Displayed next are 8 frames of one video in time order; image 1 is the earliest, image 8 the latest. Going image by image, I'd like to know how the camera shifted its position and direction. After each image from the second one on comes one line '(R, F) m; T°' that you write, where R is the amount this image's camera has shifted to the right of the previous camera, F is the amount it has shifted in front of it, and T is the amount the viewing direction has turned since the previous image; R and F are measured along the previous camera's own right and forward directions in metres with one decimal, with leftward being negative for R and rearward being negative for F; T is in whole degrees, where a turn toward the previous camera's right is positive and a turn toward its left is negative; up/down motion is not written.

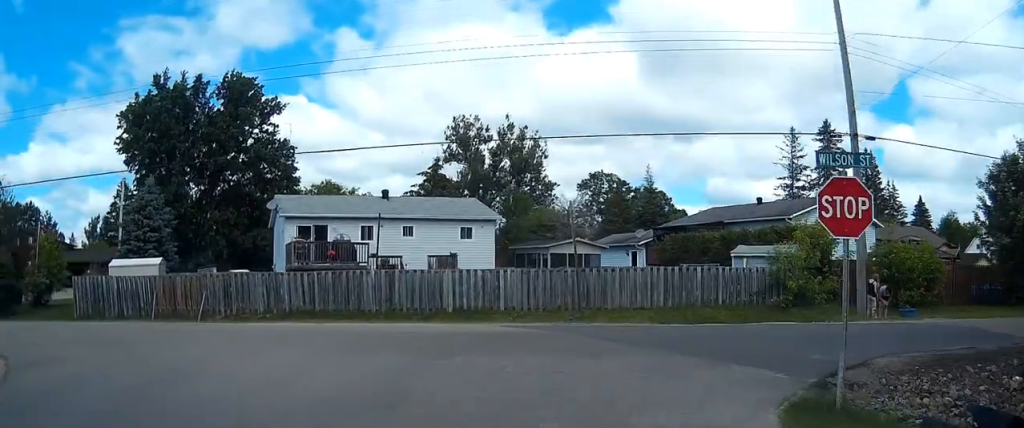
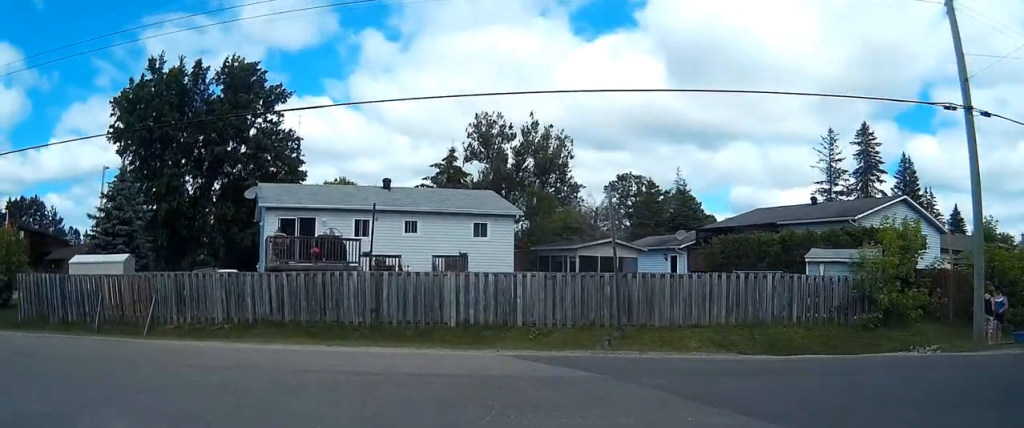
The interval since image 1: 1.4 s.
(0.0, +7.9) m; -2°
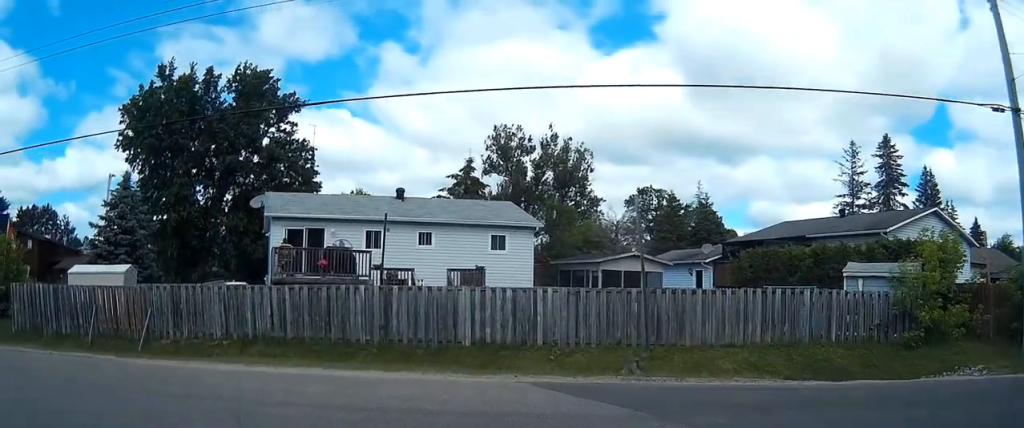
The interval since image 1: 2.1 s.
(-0.1, +2.7) m; -3°
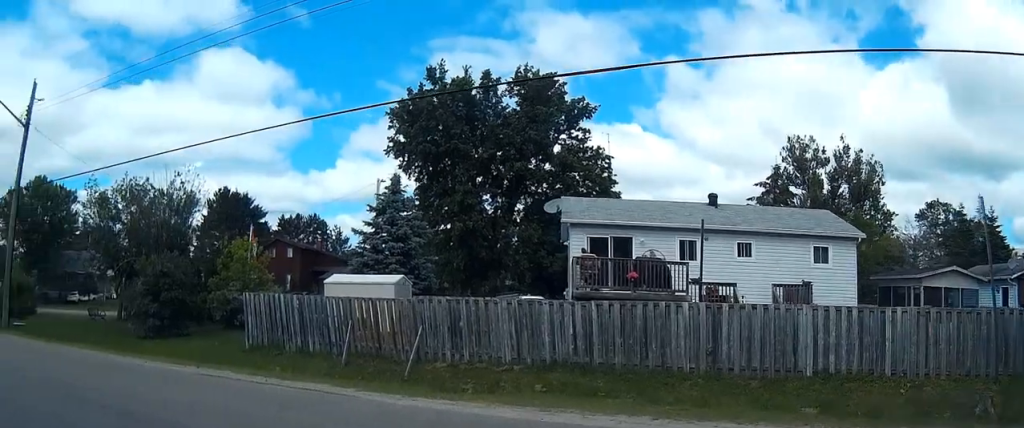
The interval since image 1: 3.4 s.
(-0.3, +4.3) m; -18°
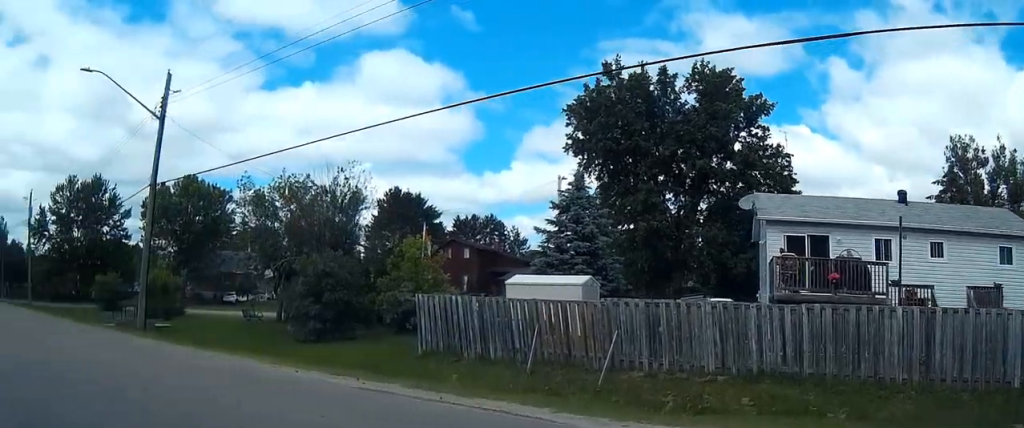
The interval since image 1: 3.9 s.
(-0.2, +1.5) m; -14°
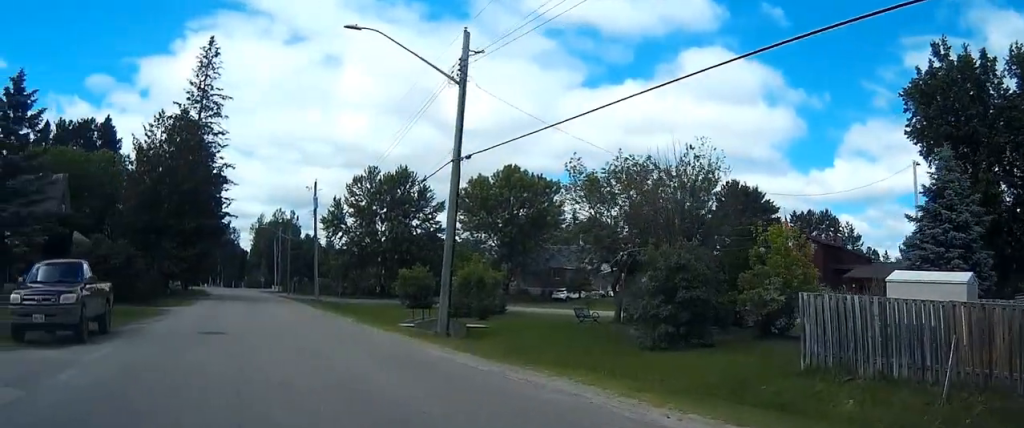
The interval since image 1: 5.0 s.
(-0.9, +3.9) m; -23°
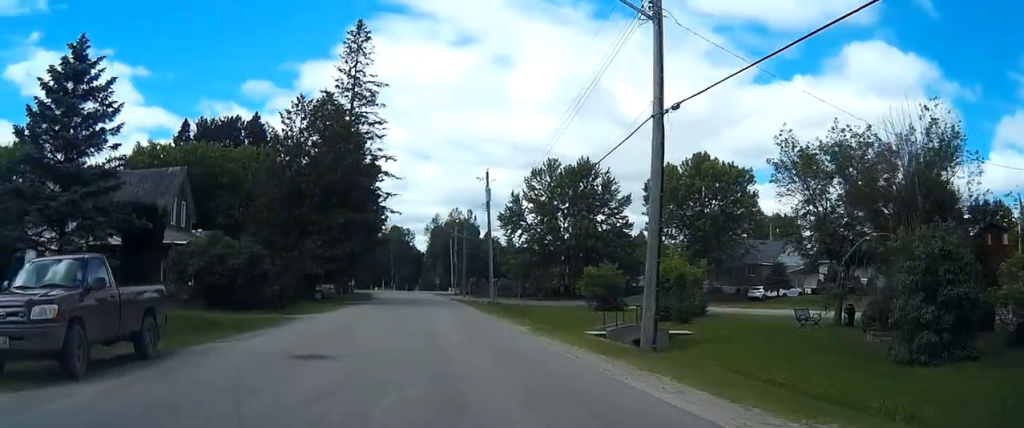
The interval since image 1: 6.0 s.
(-0.7, +5.1) m; -11°
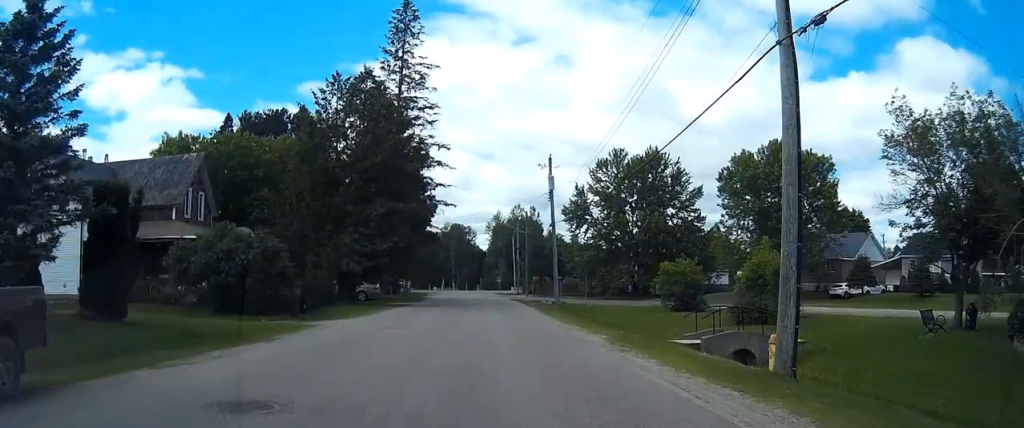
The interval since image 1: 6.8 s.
(-0.3, +5.0) m; -5°
